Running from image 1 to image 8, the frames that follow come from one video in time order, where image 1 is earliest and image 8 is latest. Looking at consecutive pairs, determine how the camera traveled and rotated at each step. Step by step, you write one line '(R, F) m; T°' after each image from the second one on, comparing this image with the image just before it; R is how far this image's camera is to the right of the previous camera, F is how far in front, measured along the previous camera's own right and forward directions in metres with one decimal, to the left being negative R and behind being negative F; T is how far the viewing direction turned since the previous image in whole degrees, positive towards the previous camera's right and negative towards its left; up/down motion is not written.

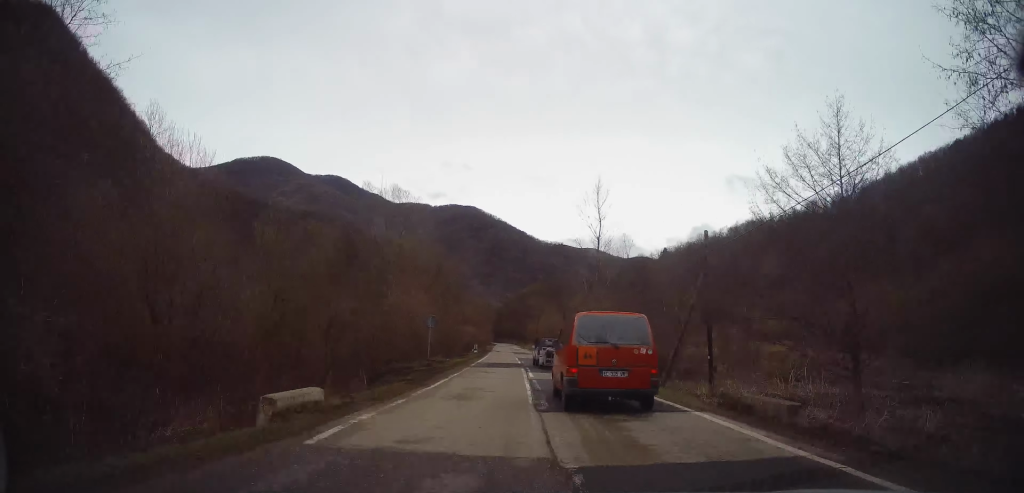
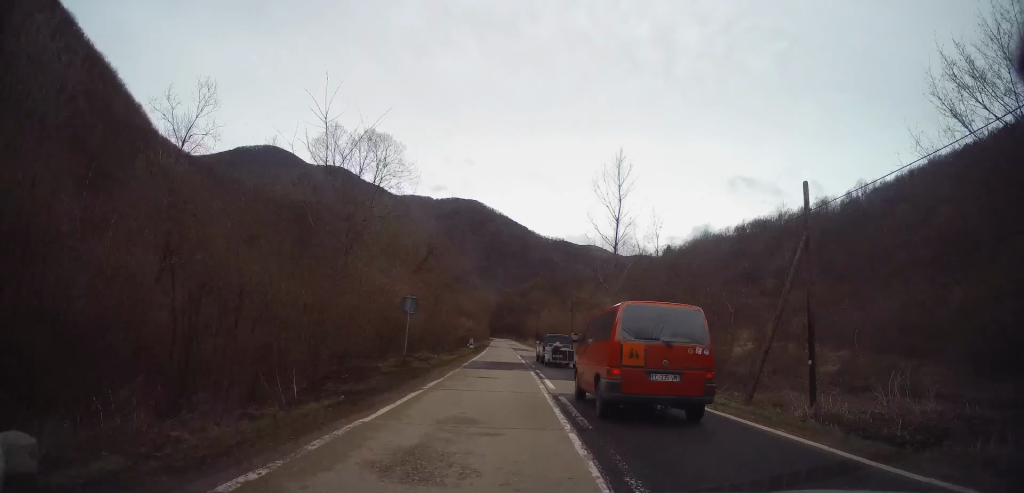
(-0.1, +7.7) m; -1°
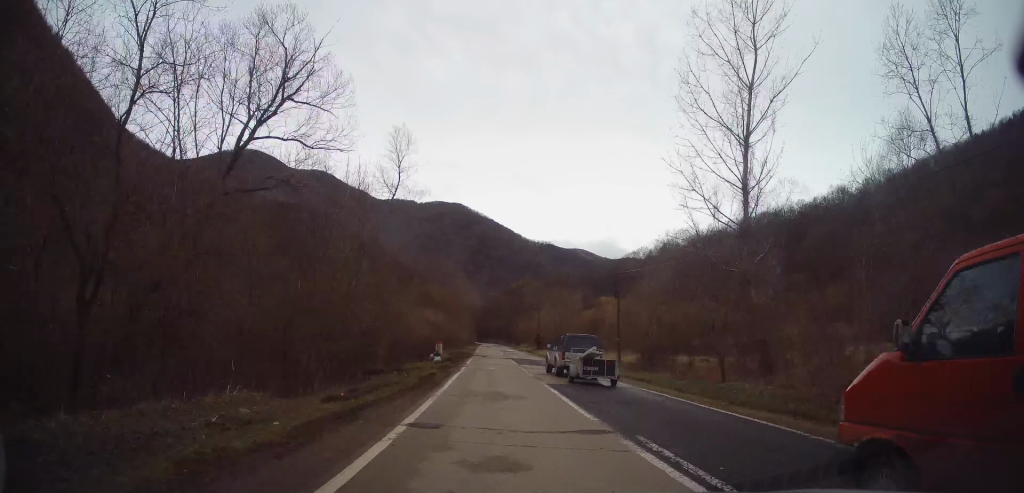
(+0.3, +28.9) m; +1°
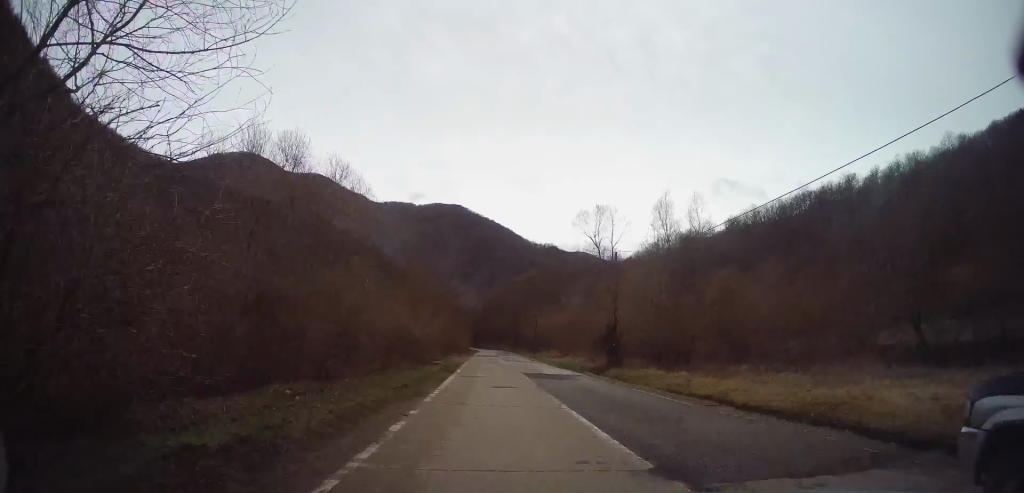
(-0.5, +51.2) m; -1°
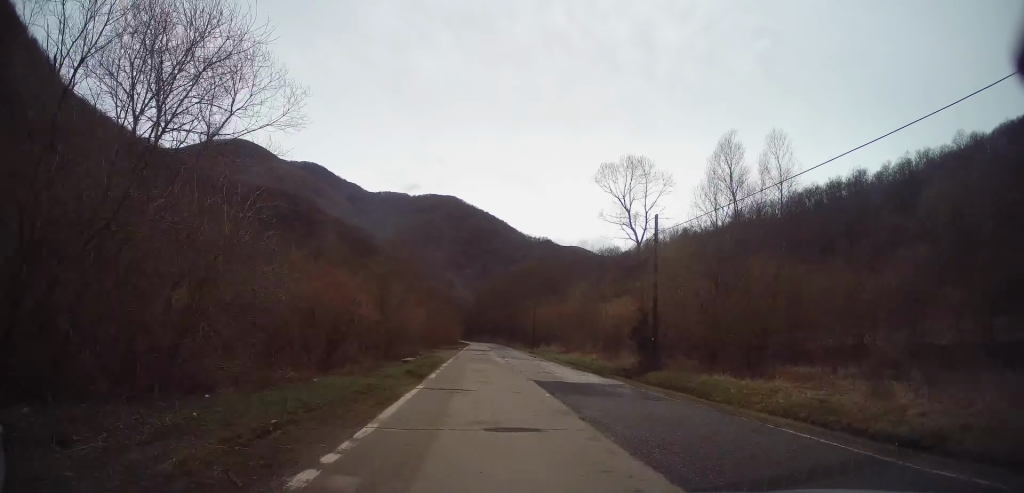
(0.0, +9.5) m; +1°
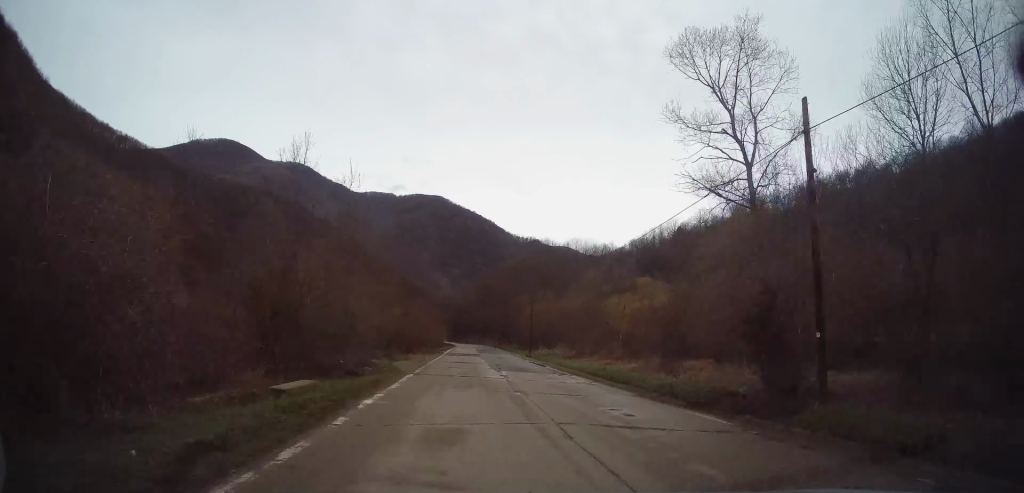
(0.0, +13.9) m; +1°
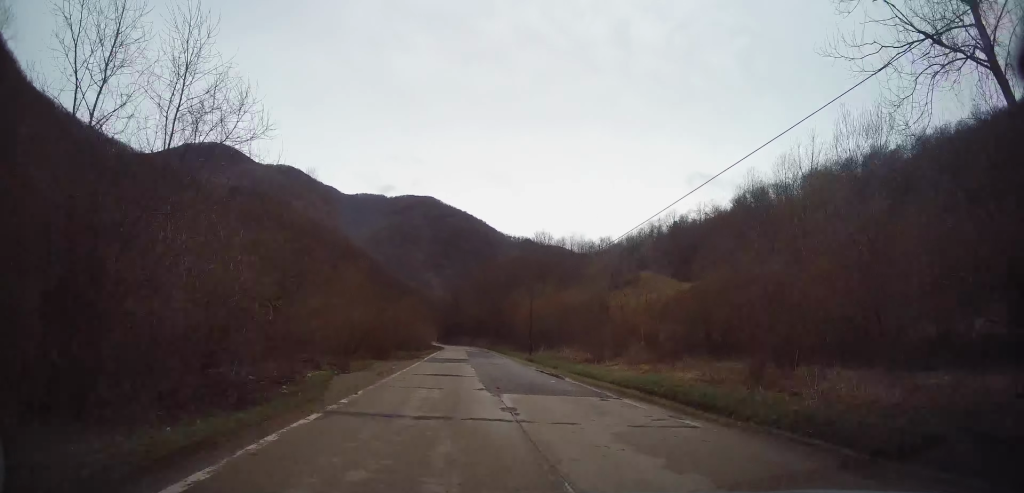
(+0.2, +9.5) m; 0°
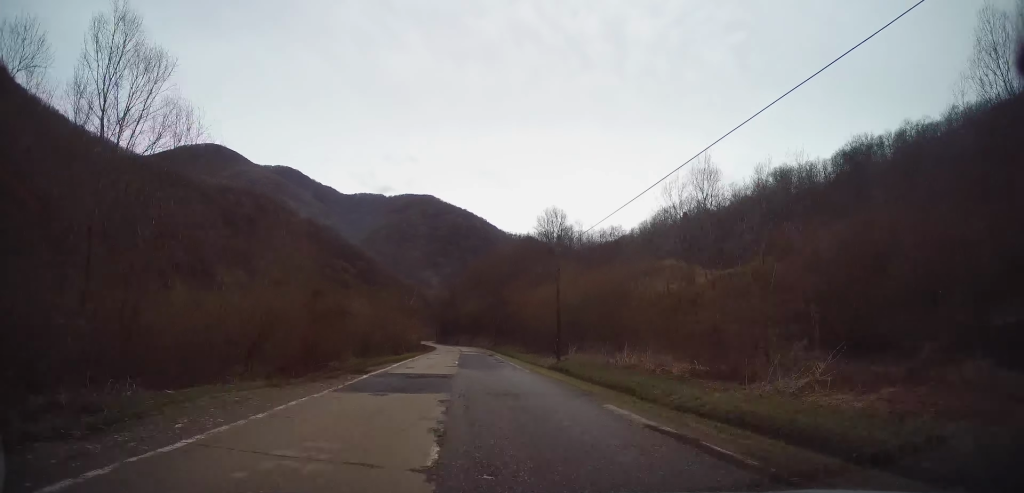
(+0.1, +18.8) m; 0°
